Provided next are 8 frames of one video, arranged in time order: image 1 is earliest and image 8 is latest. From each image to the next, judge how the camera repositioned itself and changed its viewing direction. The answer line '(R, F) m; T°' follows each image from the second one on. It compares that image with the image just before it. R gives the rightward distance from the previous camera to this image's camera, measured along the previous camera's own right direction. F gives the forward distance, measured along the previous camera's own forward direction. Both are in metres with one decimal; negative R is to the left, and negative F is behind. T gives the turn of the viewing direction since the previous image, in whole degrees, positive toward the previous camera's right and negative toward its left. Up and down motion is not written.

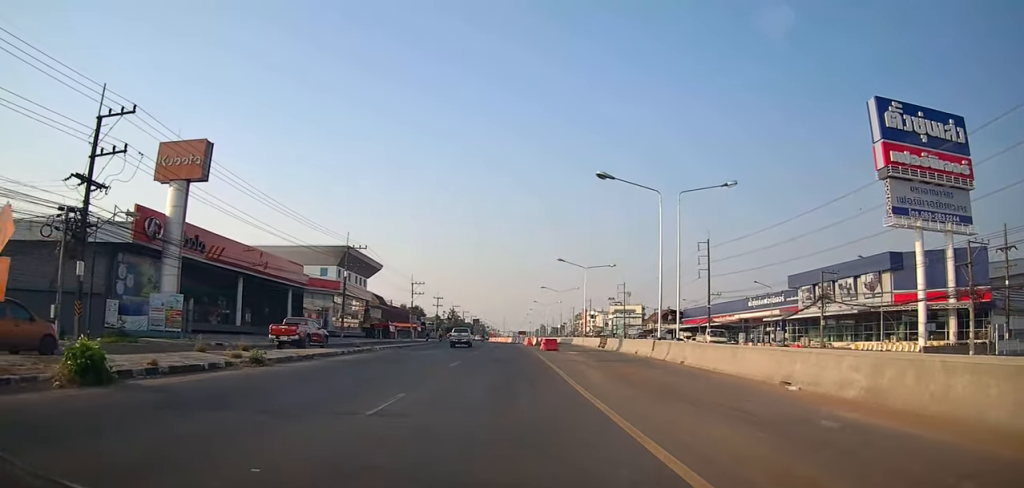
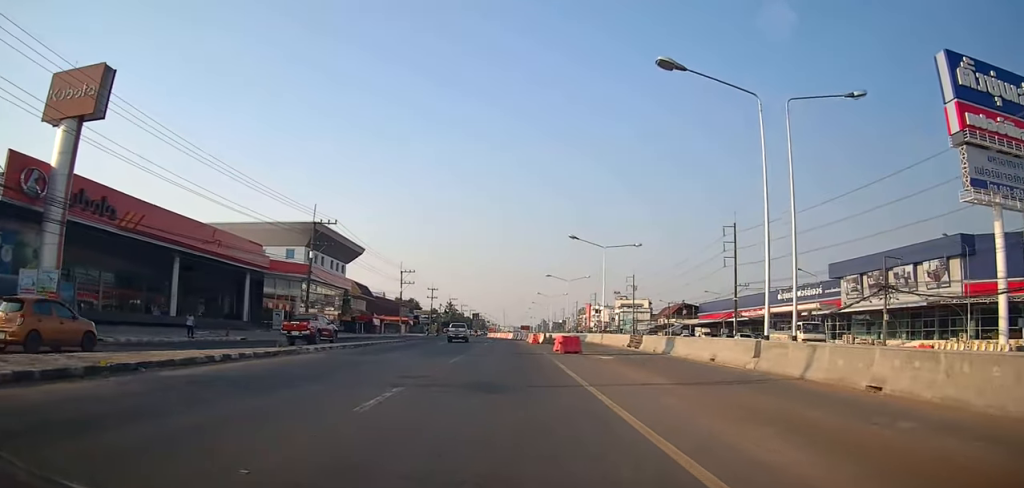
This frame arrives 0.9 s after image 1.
(+0.7, +12.6) m; 0°
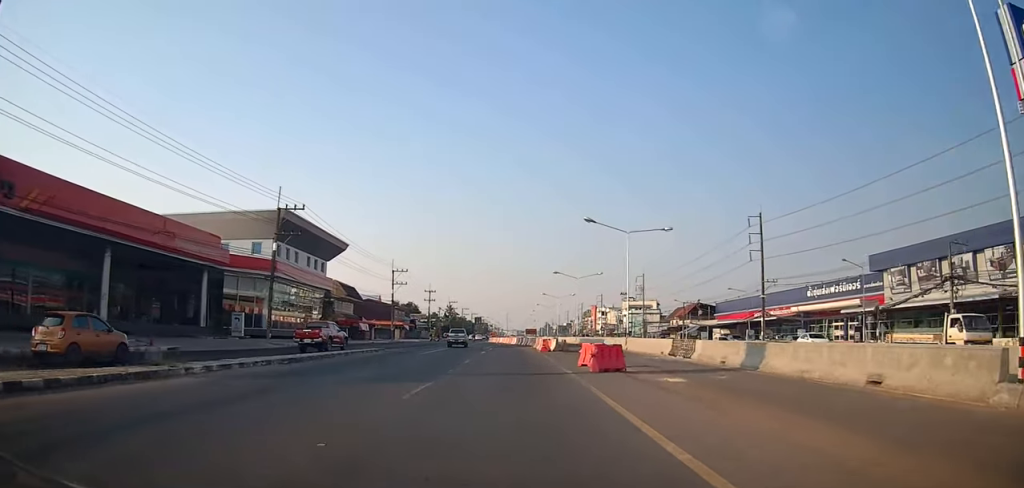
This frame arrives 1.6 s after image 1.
(-0.4, +9.7) m; 0°
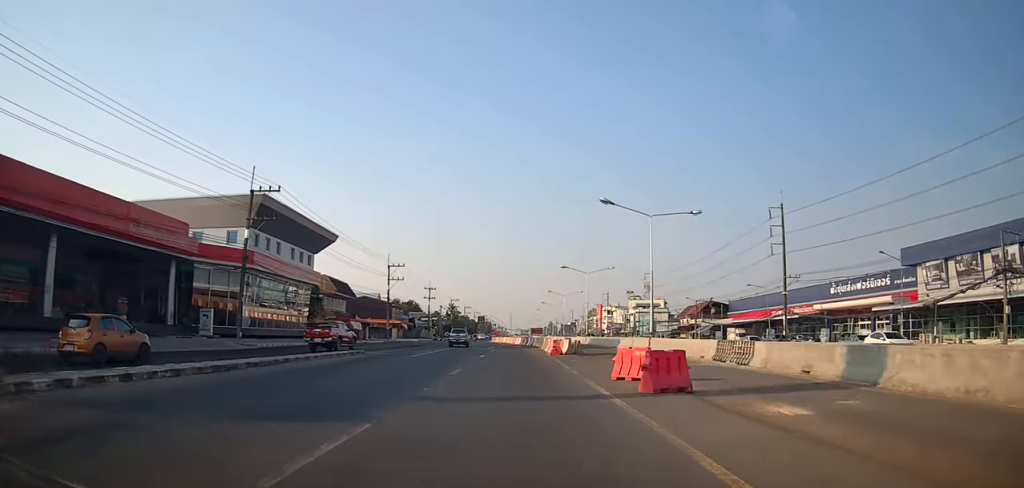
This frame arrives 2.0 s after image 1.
(-0.4, +6.2) m; 0°
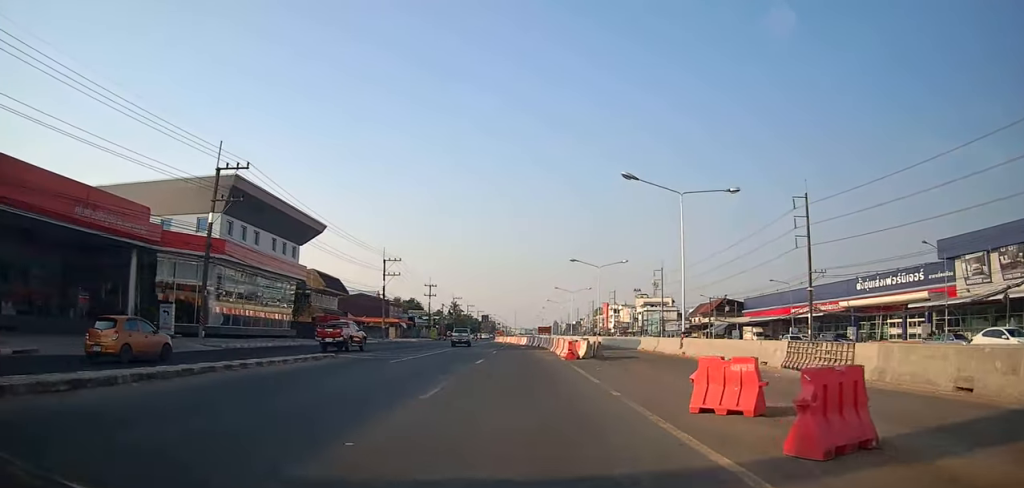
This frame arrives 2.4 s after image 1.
(+0.4, +6.0) m; 0°
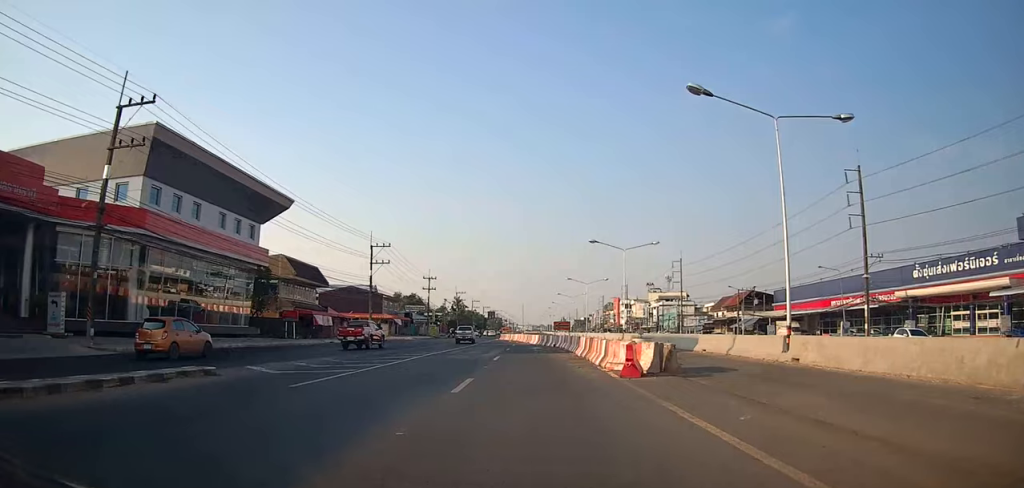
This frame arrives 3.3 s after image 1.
(+0.3, +11.3) m; -1°
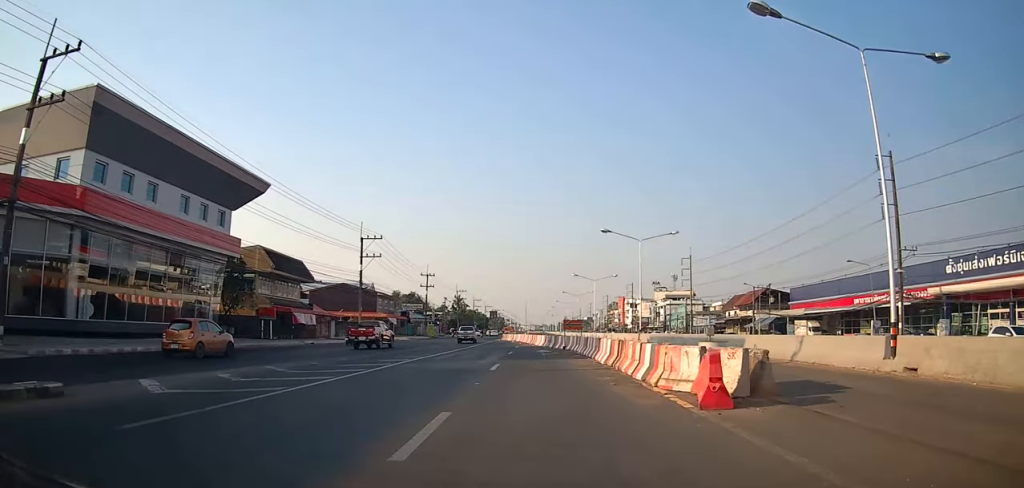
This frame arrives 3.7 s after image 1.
(-0.1, +5.8) m; -3°
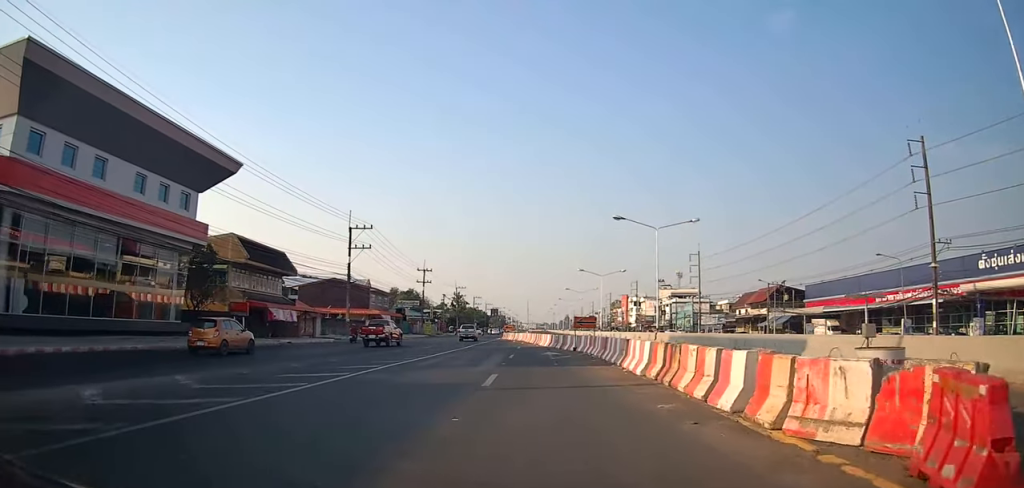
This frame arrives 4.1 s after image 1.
(-0.1, +5.4) m; -2°
